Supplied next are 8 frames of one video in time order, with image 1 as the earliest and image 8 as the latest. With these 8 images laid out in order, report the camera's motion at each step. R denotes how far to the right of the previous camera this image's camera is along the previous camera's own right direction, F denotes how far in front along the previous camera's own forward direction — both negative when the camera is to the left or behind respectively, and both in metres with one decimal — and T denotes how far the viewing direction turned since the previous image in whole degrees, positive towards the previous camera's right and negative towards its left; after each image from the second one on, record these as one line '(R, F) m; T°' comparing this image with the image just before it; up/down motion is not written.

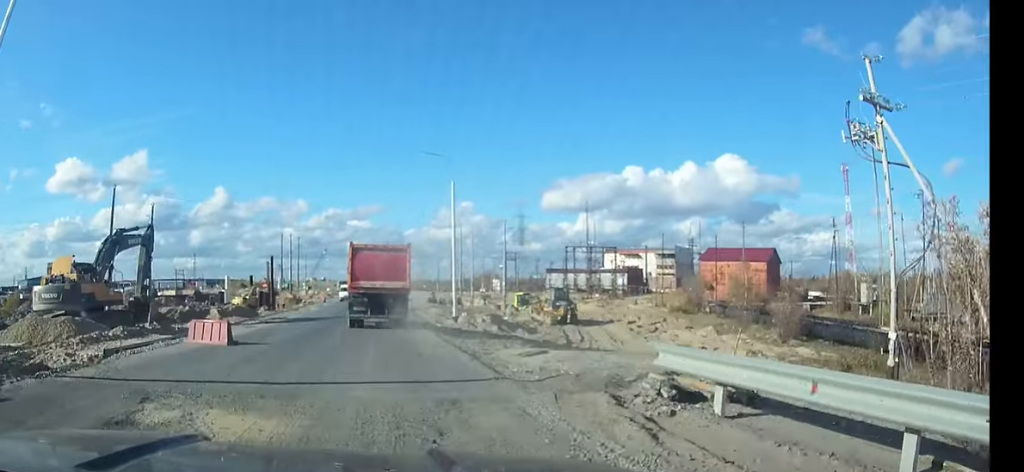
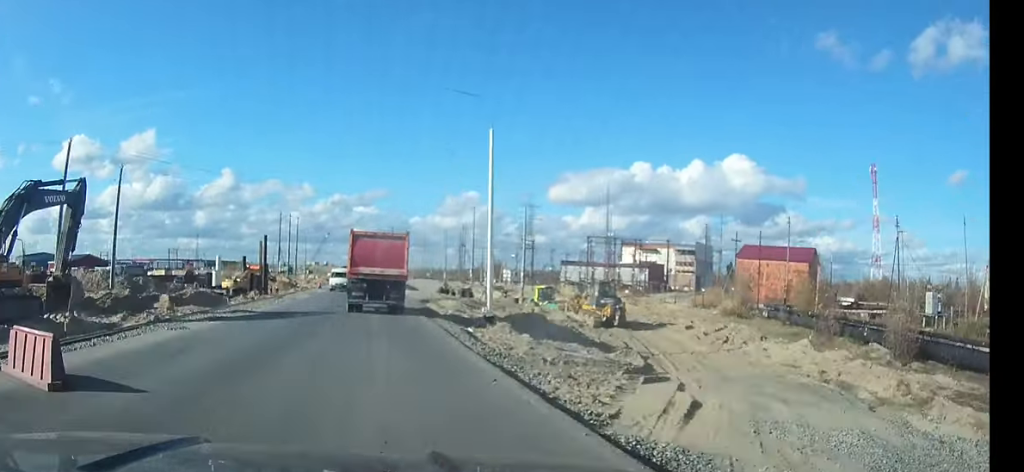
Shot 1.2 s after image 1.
(0.0, +10.2) m; 0°
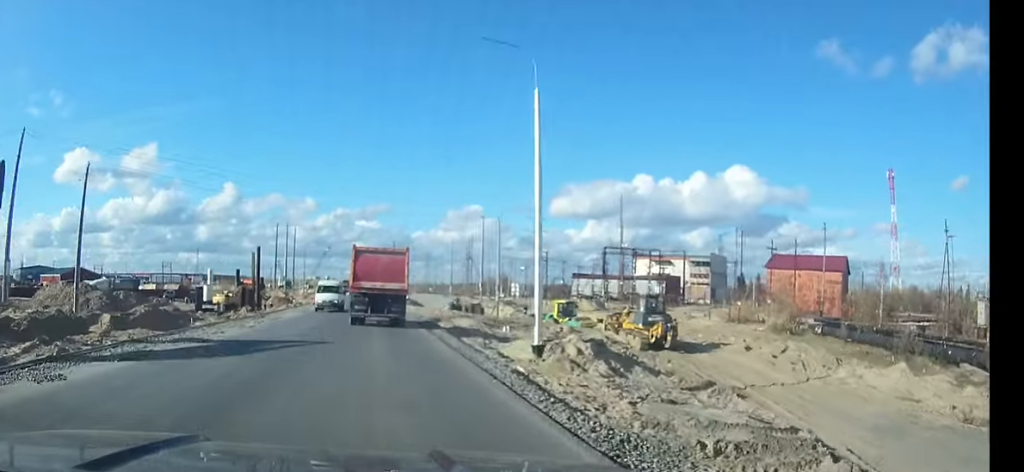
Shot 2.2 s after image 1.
(0.0, +7.9) m; 0°
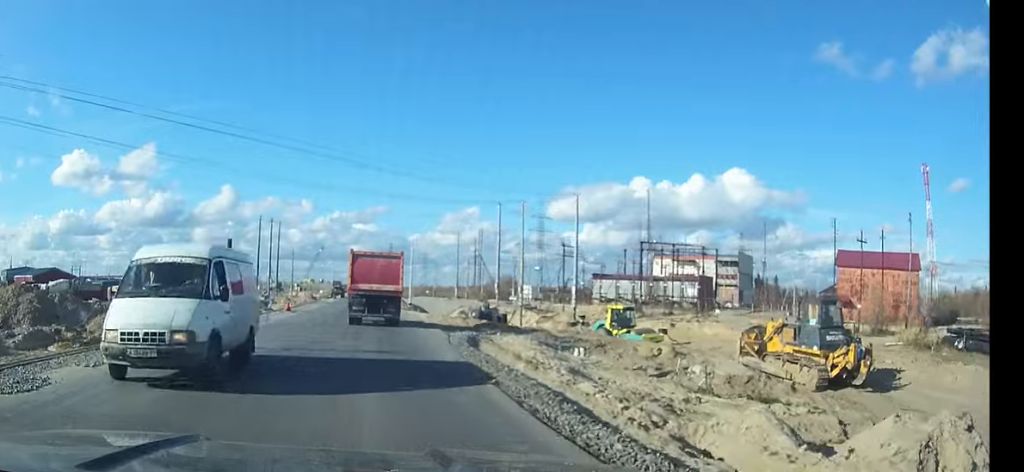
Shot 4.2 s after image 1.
(-0.1, +17.9) m; 0°
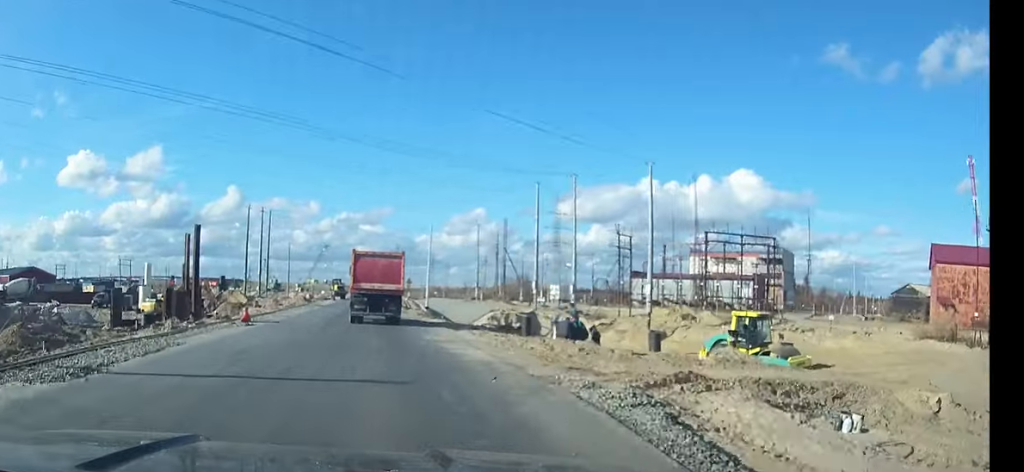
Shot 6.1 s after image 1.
(0.0, +18.0) m; -1°
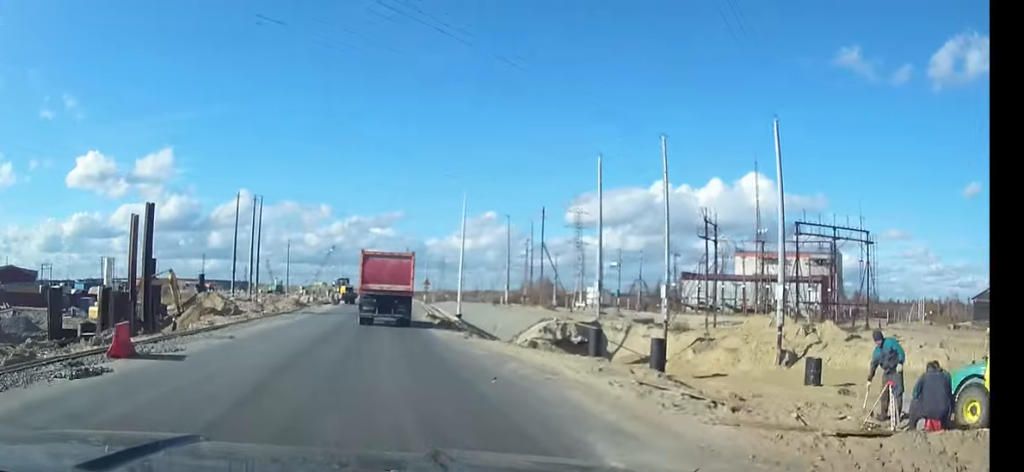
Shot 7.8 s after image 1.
(-0.3, +16.9) m; -1°
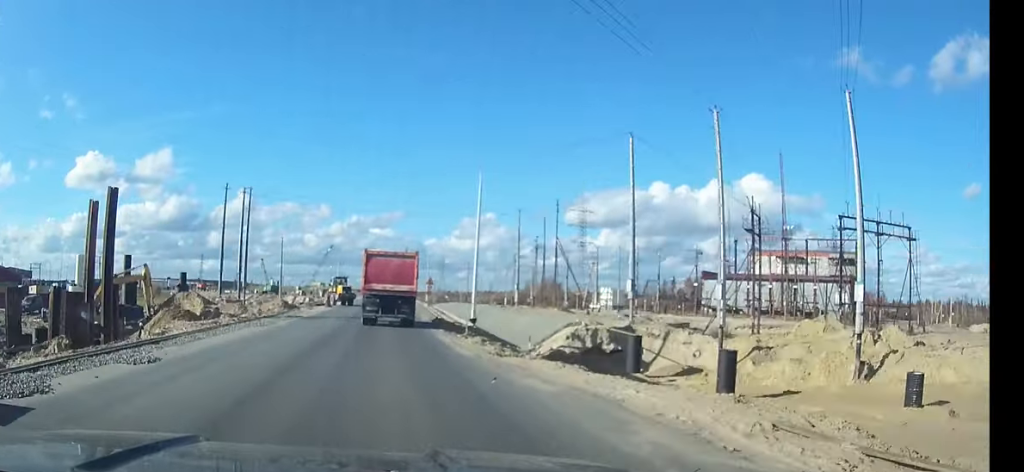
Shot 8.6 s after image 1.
(-0.1, +6.8) m; +1°
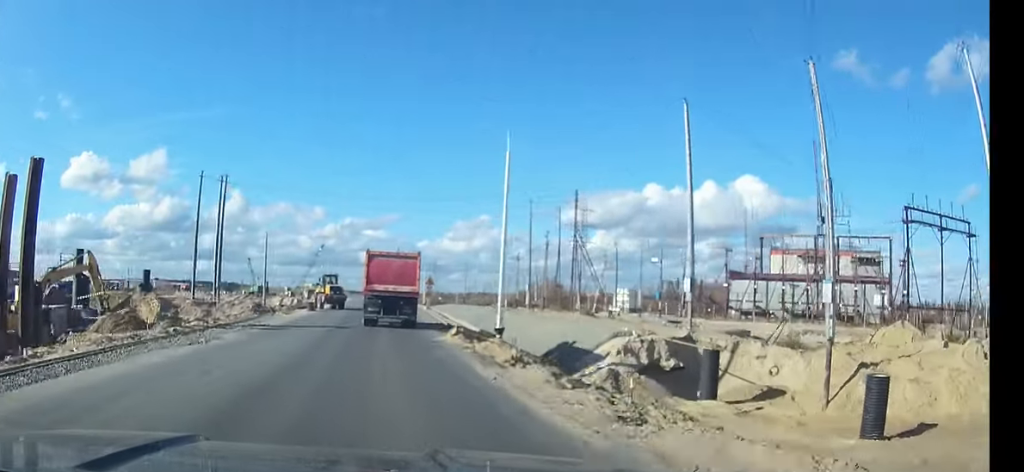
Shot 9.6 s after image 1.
(+0.2, +9.7) m; +1°
